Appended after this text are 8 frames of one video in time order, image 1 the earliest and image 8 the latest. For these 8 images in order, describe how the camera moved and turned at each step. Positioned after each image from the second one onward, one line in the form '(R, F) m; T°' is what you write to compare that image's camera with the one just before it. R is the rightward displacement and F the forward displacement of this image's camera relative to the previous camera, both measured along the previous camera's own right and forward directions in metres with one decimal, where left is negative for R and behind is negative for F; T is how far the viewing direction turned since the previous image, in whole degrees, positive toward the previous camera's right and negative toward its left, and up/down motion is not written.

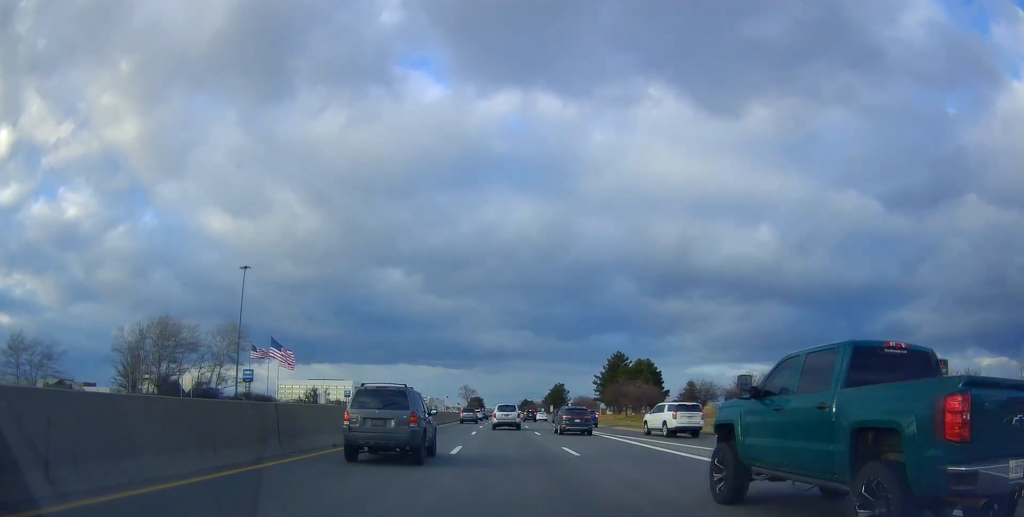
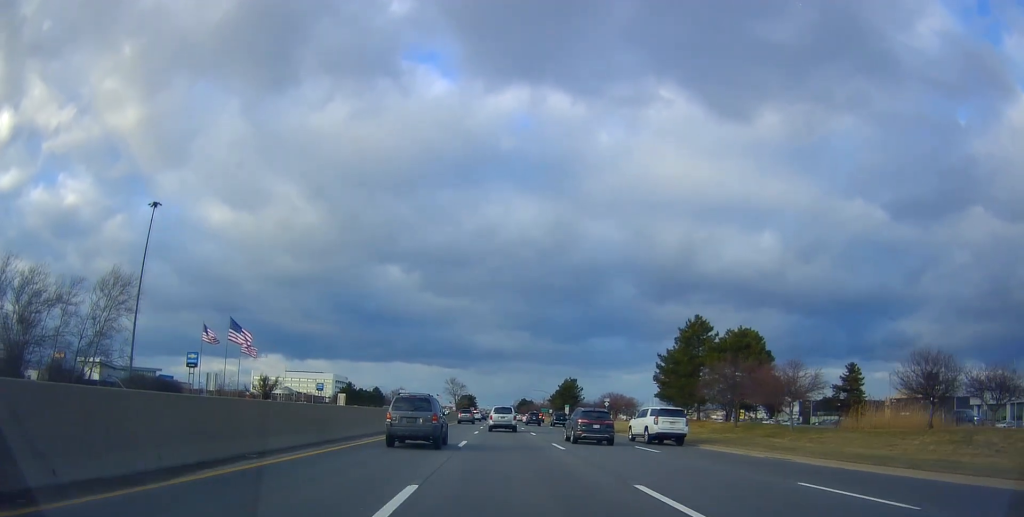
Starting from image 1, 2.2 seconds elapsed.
(+0.9, +41.4) m; +1°
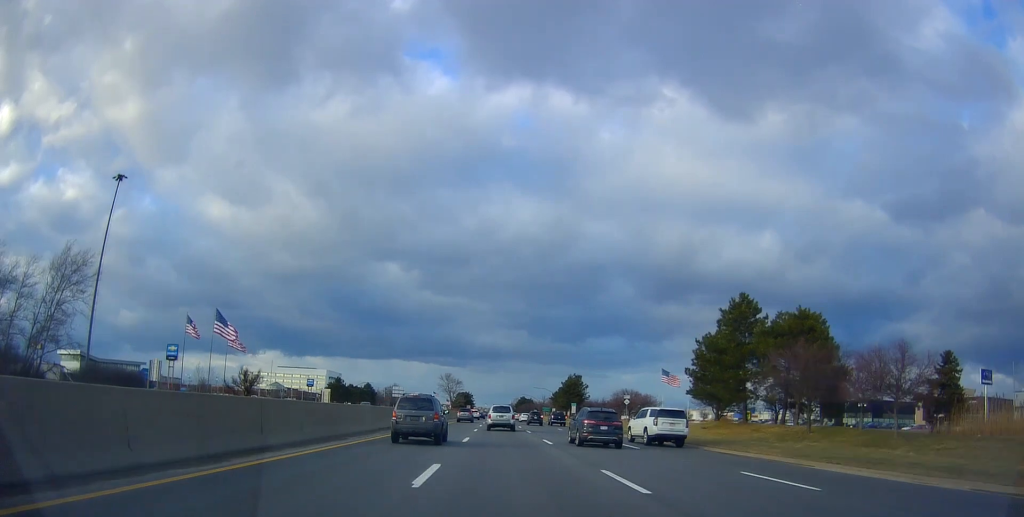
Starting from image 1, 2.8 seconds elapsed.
(0.0, +11.8) m; 0°
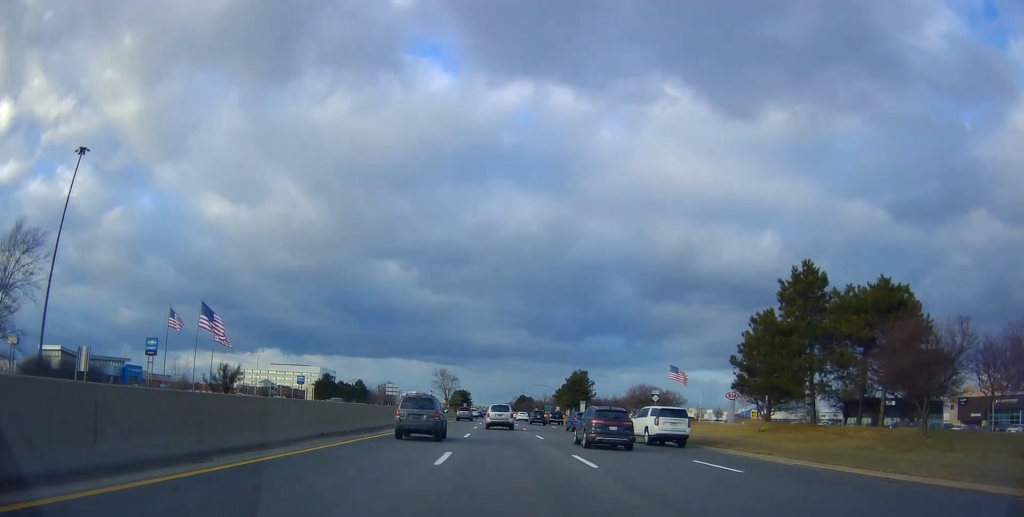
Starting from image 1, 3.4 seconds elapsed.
(0.0, +11.1) m; 0°
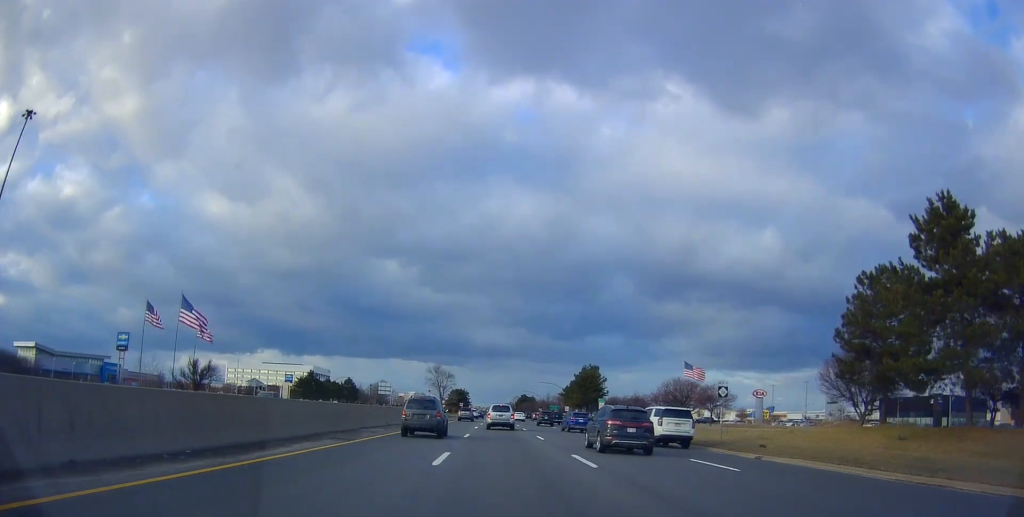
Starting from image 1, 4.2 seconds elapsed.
(0.0, +14.8) m; 0°
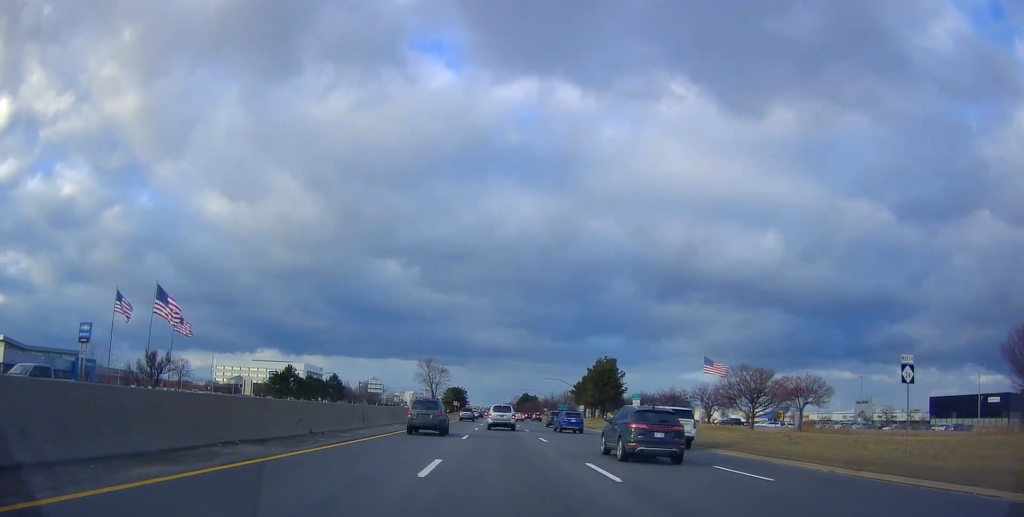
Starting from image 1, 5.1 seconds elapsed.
(0.0, +17.2) m; 0°
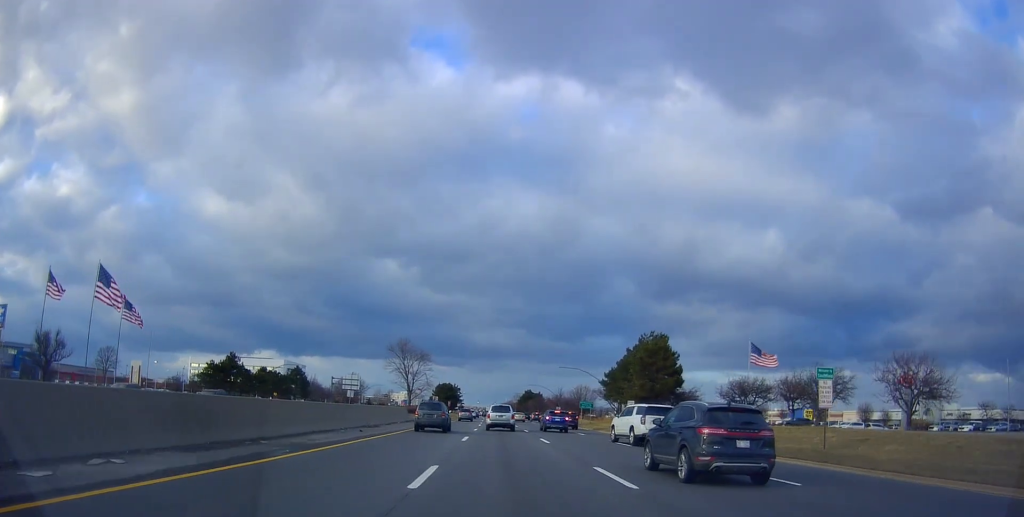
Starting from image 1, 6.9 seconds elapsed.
(0.0, +31.8) m; 0°
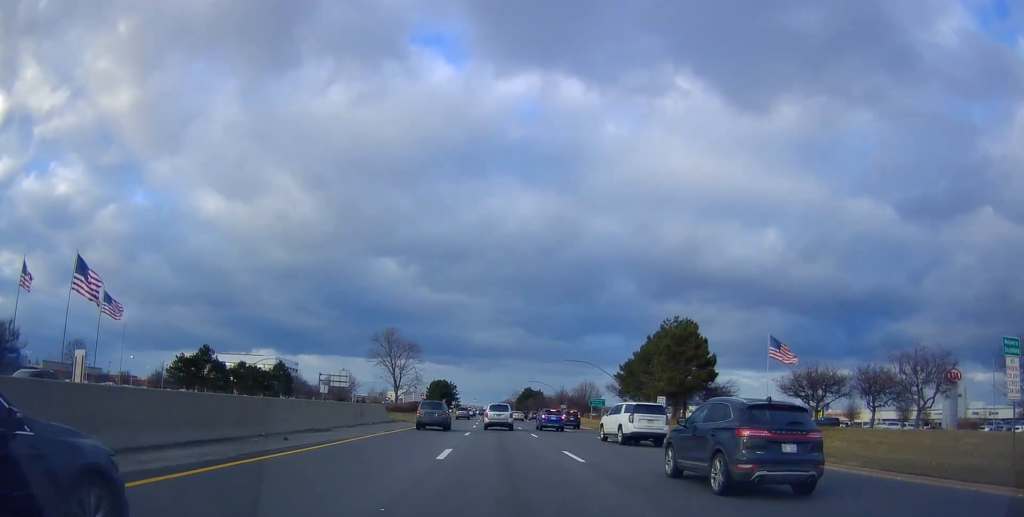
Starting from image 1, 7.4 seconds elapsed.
(0.0, +10.3) m; 0°
